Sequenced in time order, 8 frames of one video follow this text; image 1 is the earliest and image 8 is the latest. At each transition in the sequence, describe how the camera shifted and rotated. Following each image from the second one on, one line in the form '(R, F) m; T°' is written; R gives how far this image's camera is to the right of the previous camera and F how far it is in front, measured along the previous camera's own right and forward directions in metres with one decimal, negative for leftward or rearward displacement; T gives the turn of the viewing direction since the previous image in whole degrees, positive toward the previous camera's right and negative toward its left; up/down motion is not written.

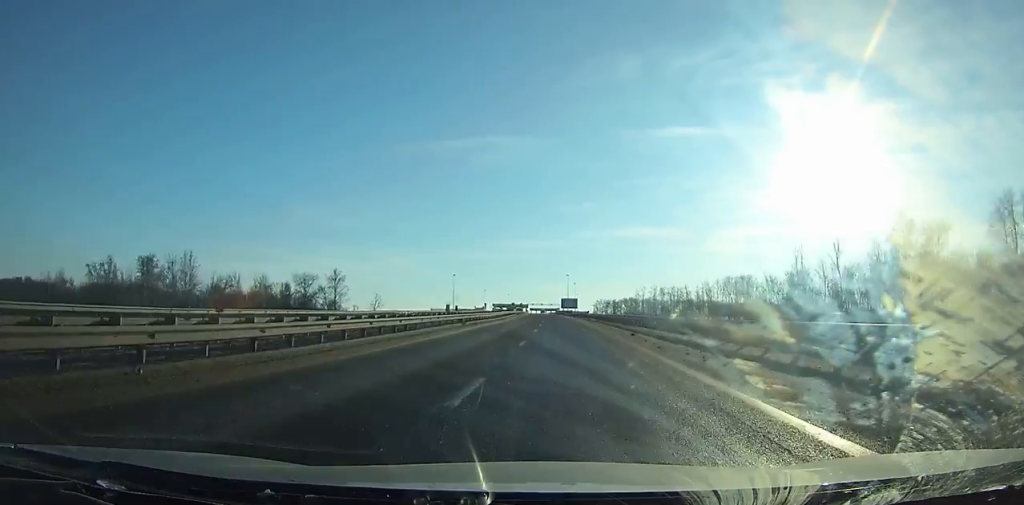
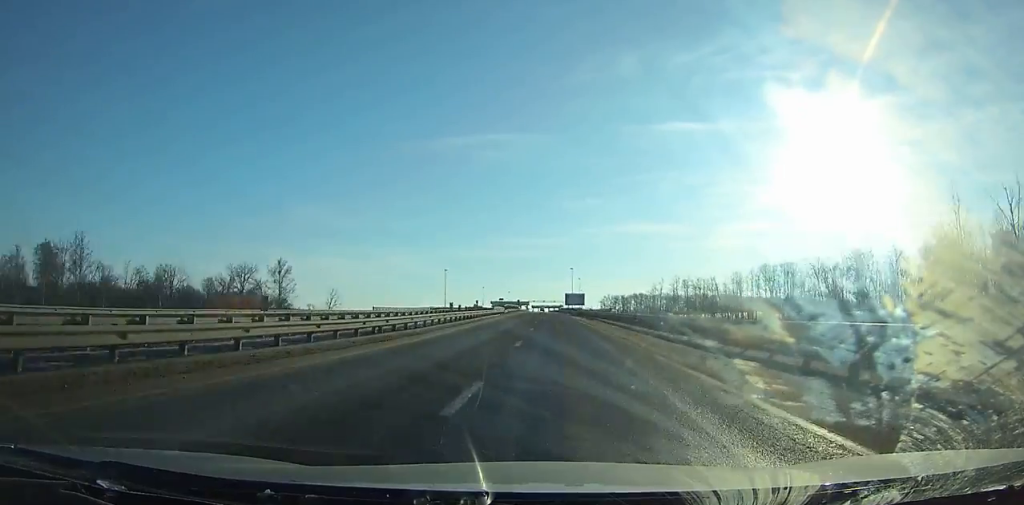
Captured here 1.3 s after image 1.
(-0.1, +36.7) m; -1°
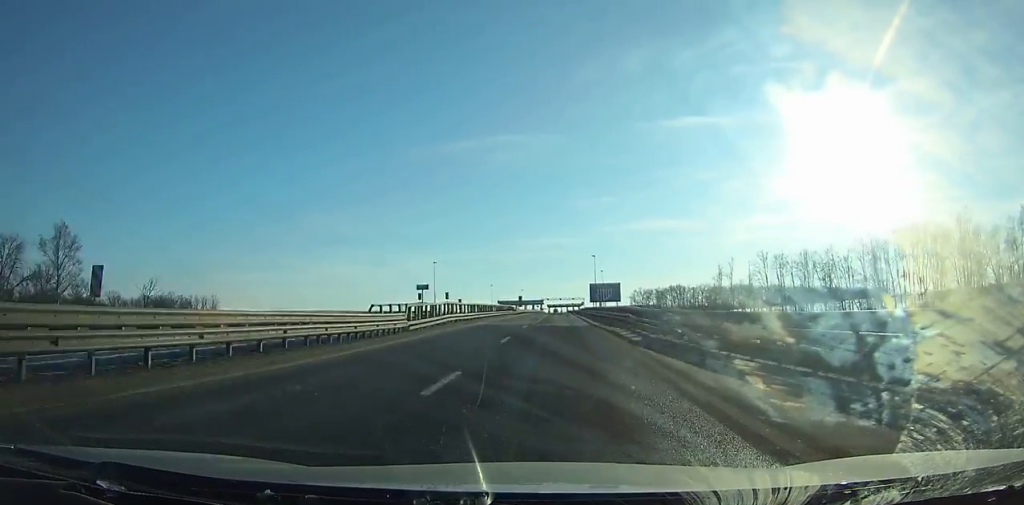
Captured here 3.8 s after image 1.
(-0.7, +68.3) m; -1°
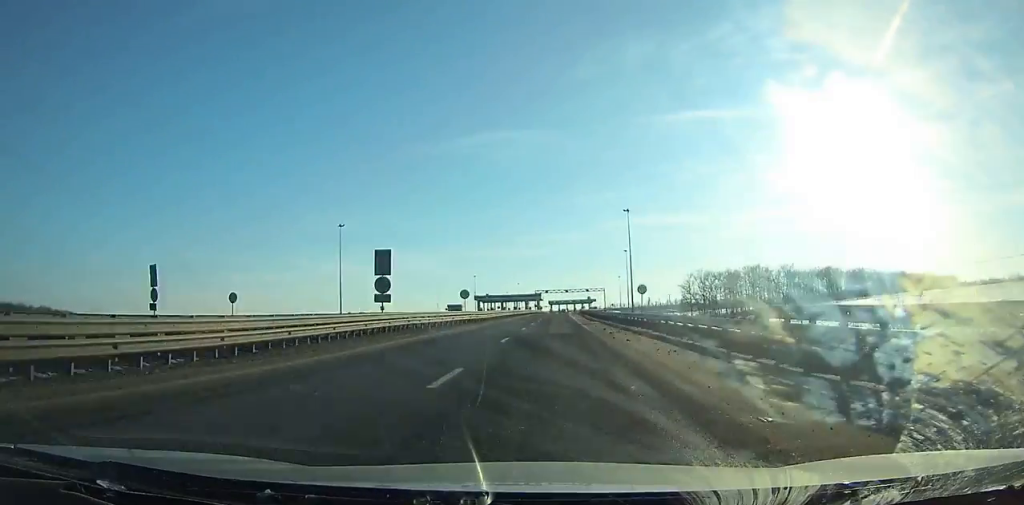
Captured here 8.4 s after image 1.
(-1.2, +117.1) m; -1°
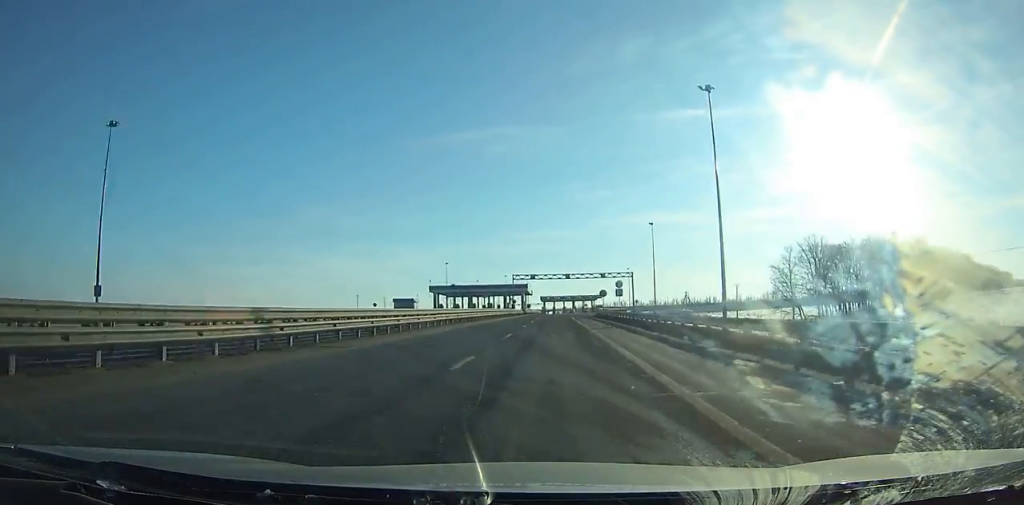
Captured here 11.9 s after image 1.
(+0.4, +80.9) m; +1°
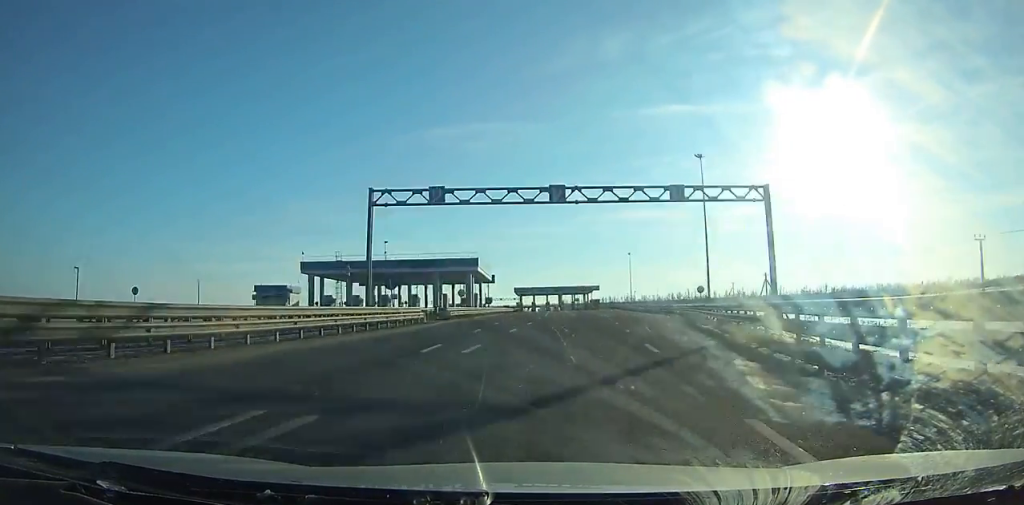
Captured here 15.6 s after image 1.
(+1.1, +78.2) m; +1°
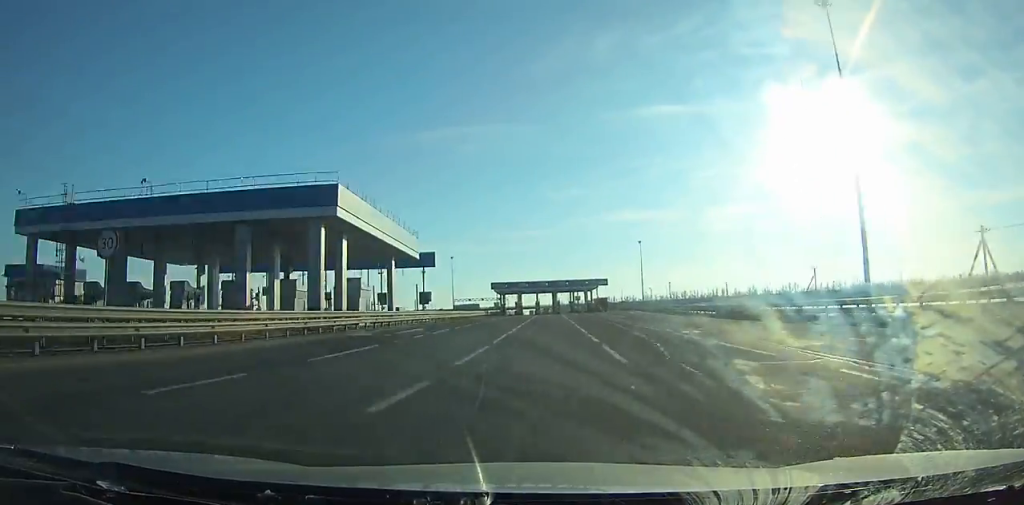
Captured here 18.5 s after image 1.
(+0.3, +55.0) m; 0°
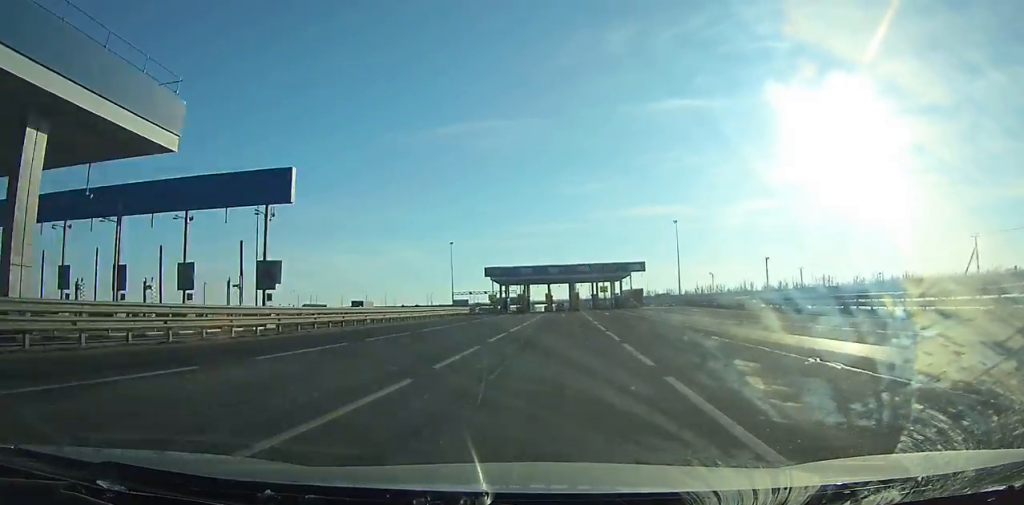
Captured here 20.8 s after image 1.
(-0.2, +38.9) m; -1°
